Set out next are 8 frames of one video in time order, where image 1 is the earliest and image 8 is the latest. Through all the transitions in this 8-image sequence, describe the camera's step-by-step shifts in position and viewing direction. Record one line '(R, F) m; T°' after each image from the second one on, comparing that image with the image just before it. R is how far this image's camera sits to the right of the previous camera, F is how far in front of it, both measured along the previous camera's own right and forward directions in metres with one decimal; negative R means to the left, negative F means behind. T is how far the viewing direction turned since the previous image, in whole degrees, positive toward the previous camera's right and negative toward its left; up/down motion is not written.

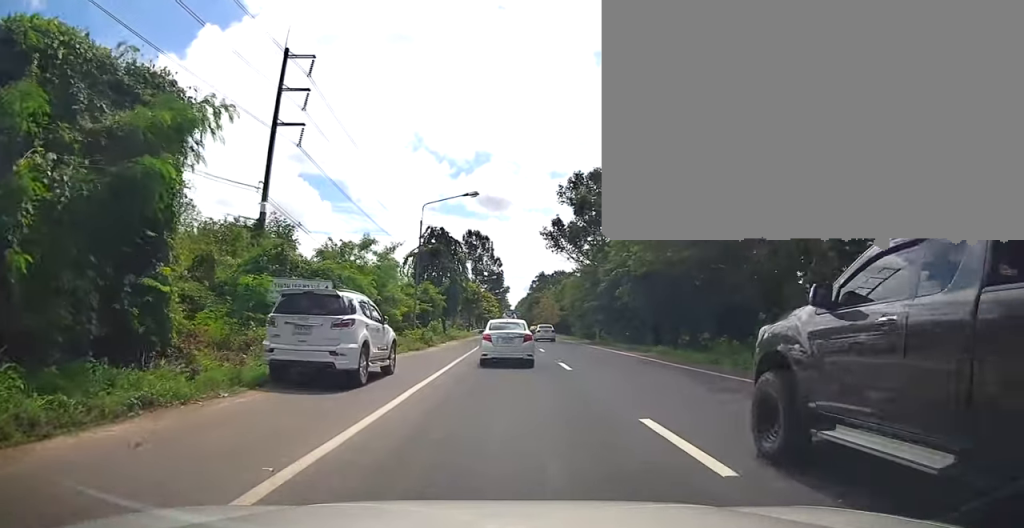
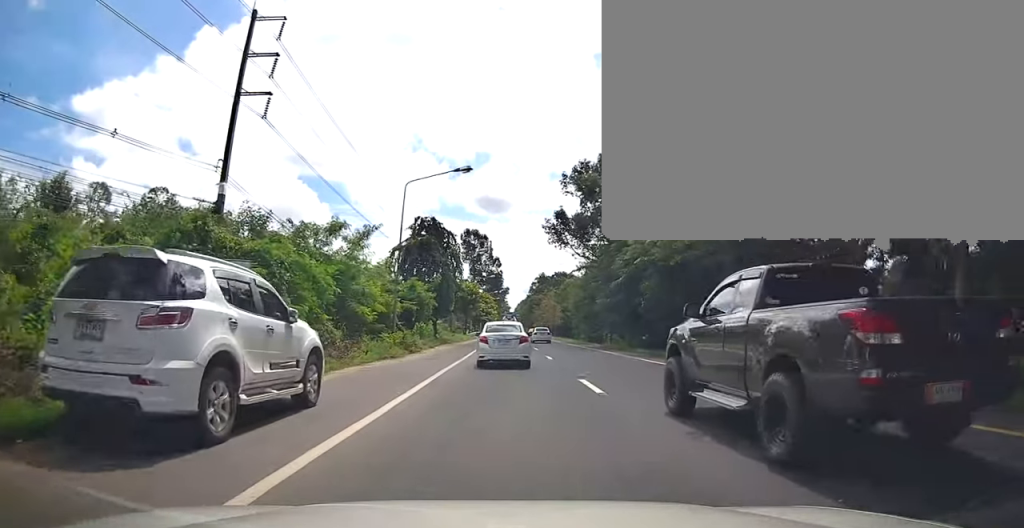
(-0.3, +5.8) m; +1°
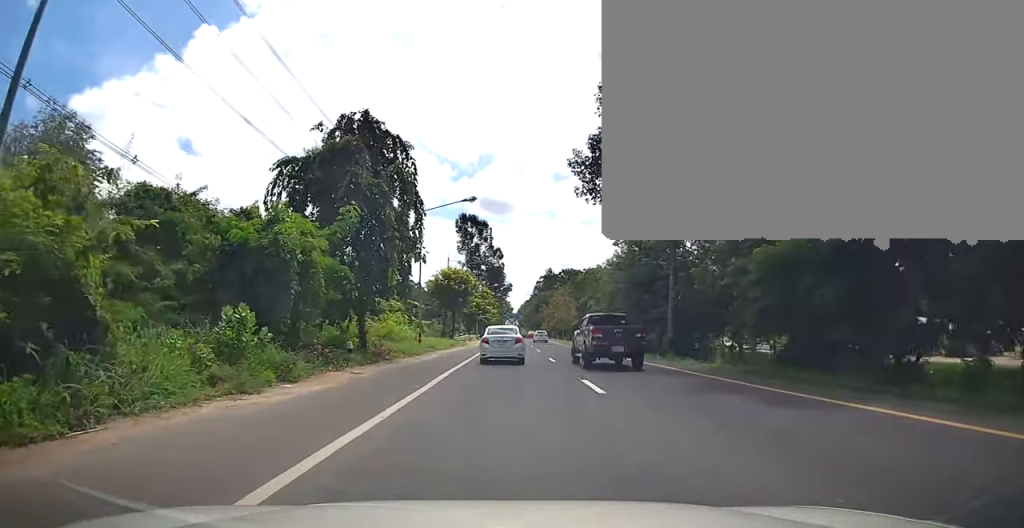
(-0.1, +23.7) m; 0°
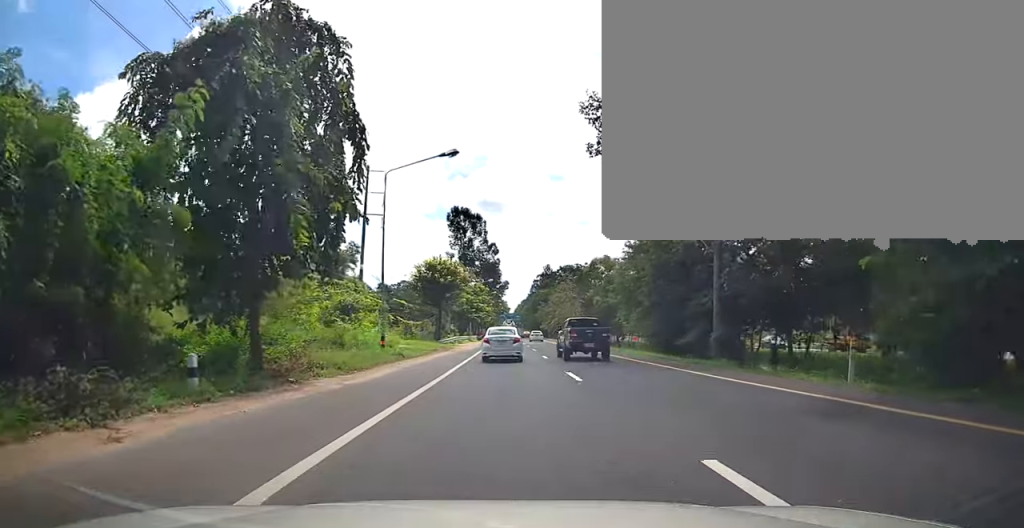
(+0.5, +9.1) m; +1°
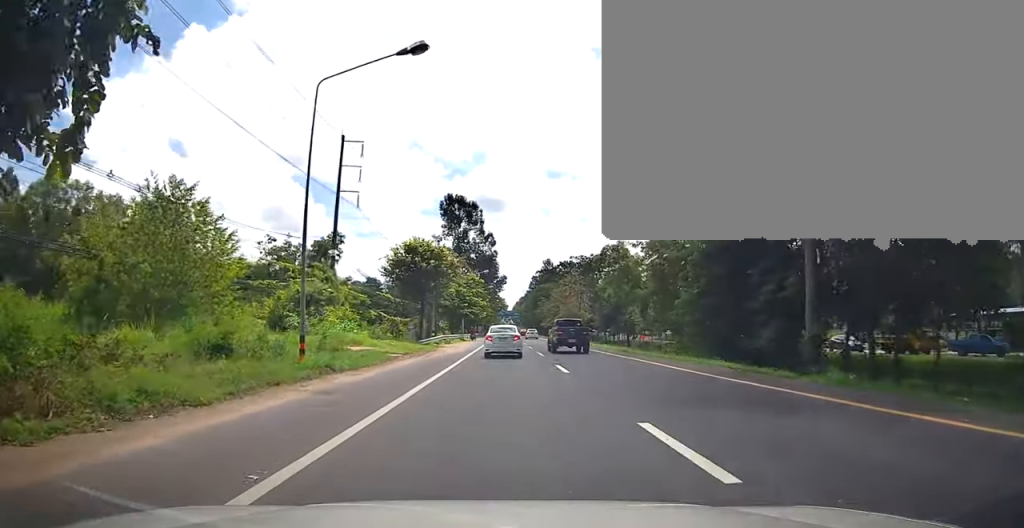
(-0.1, +9.7) m; -1°
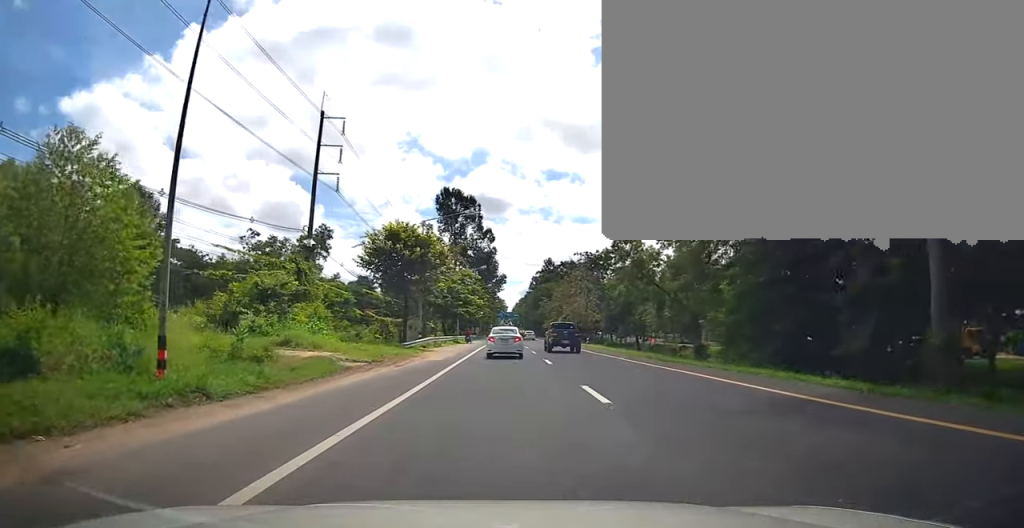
(-0.1, +6.7) m; 0°
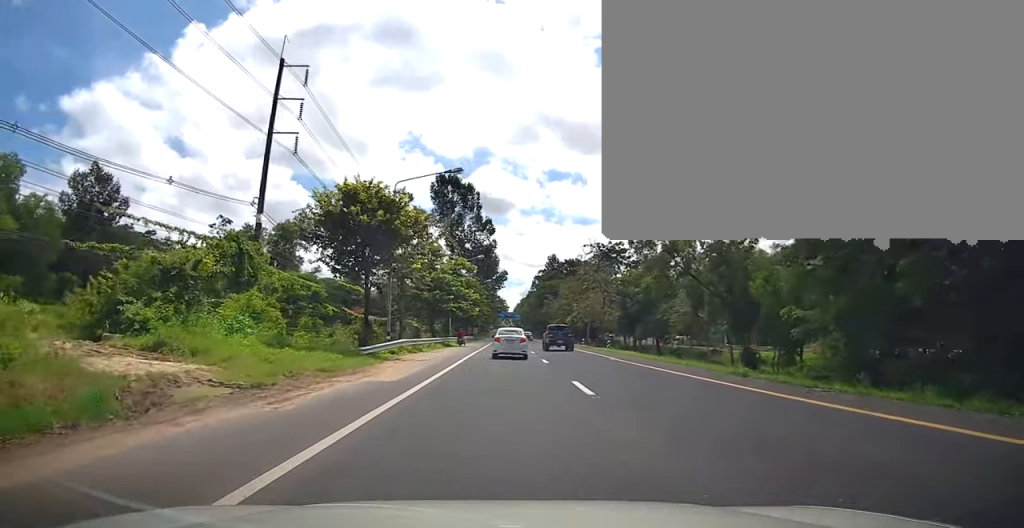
(0.0, +10.3) m; +1°
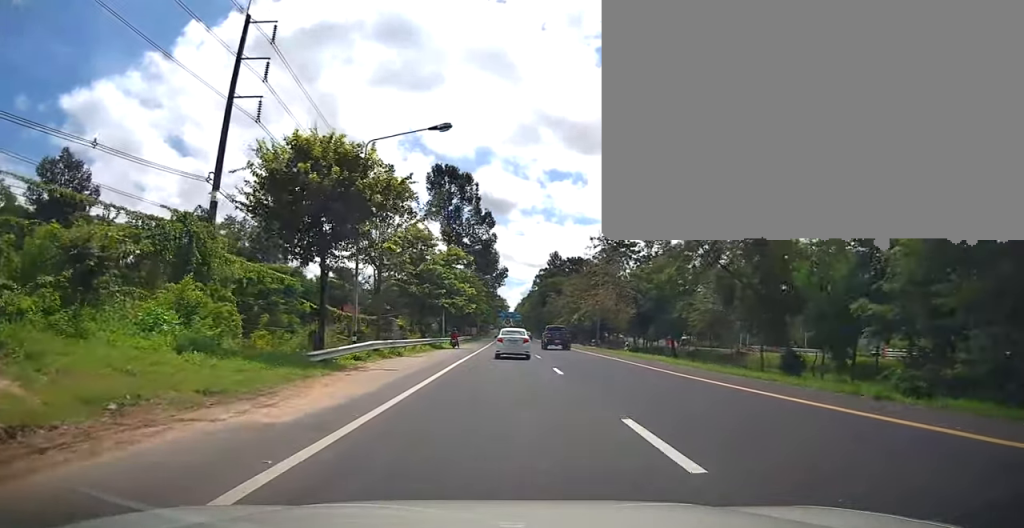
(+0.1, +6.3) m; +1°
